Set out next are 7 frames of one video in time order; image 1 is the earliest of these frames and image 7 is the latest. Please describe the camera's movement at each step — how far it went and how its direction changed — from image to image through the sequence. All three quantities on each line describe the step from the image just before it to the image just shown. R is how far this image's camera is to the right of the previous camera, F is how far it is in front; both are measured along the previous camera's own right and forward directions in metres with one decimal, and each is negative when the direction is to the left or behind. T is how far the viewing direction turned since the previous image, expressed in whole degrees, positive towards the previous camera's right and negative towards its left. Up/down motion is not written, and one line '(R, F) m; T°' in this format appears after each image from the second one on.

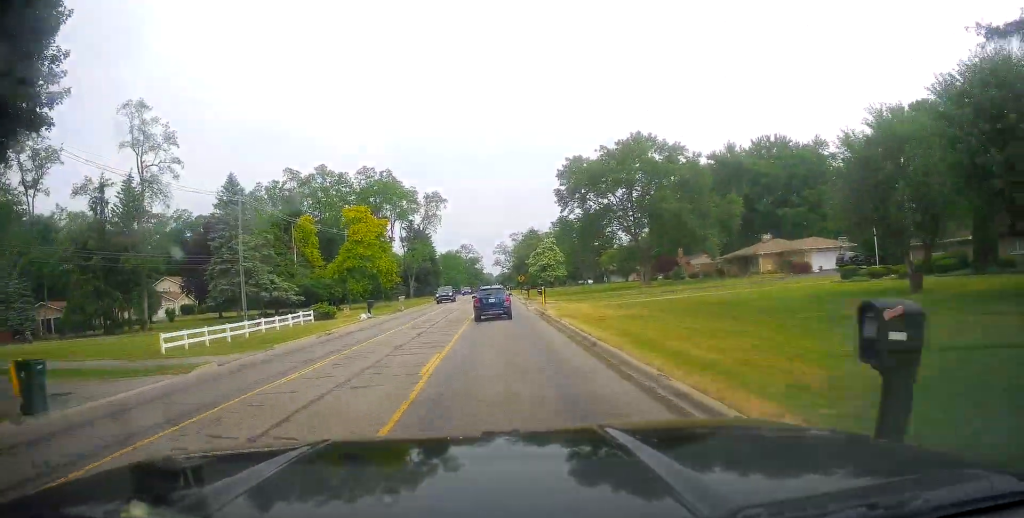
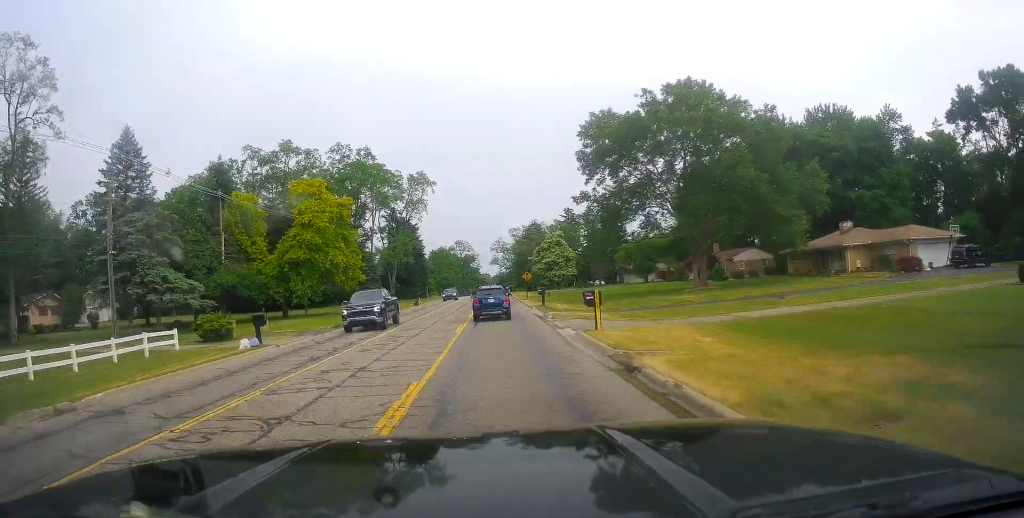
(+0.3, +20.0) m; +2°
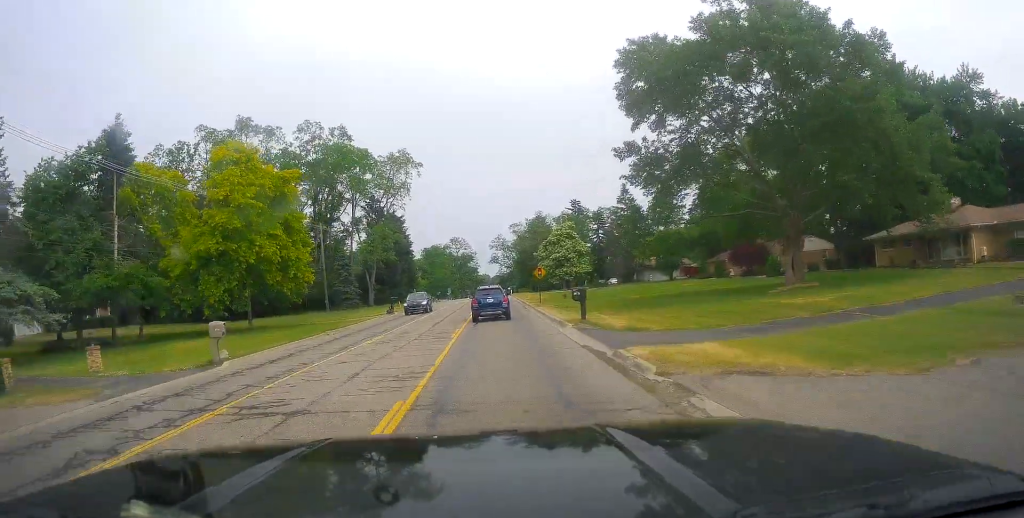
(+0.1, +17.1) m; +1°
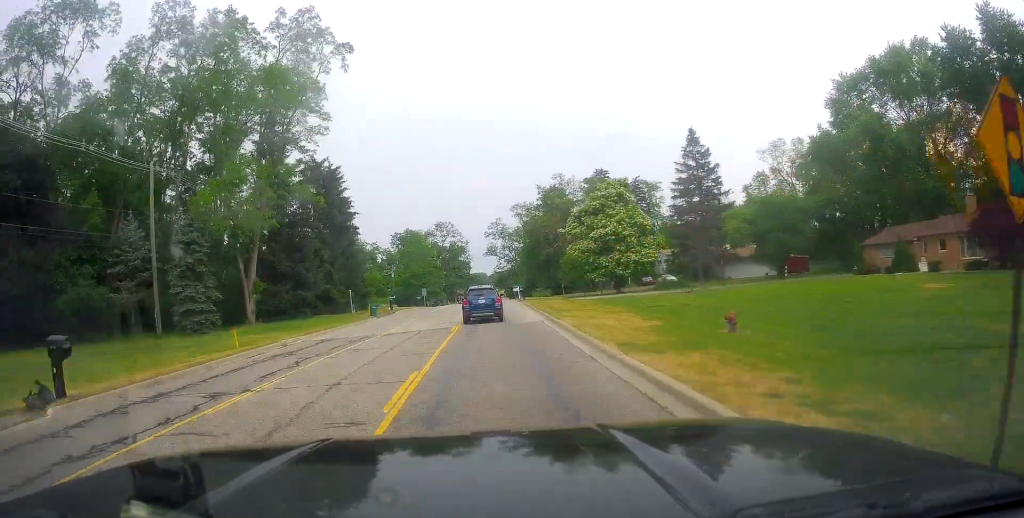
(-0.9, +41.5) m; -1°
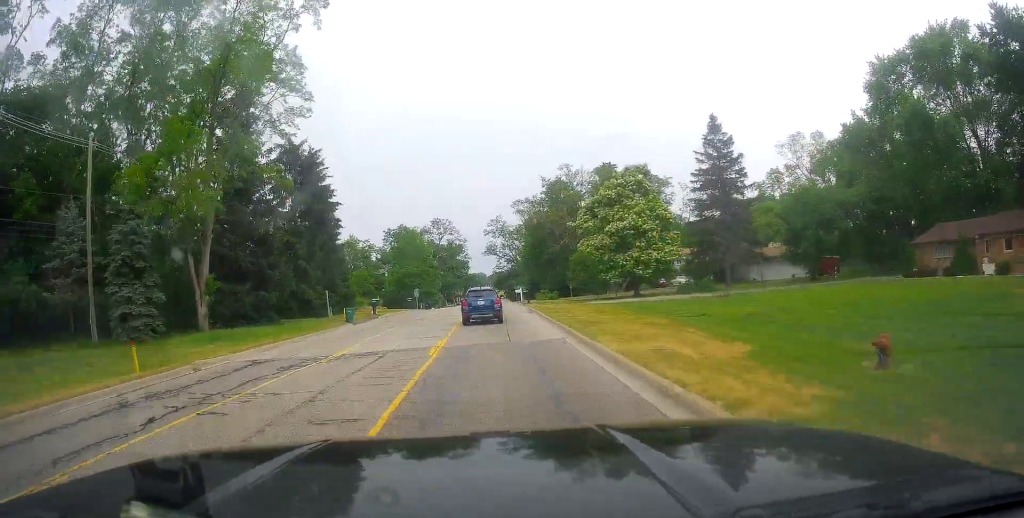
(+0.2, +7.5) m; +1°
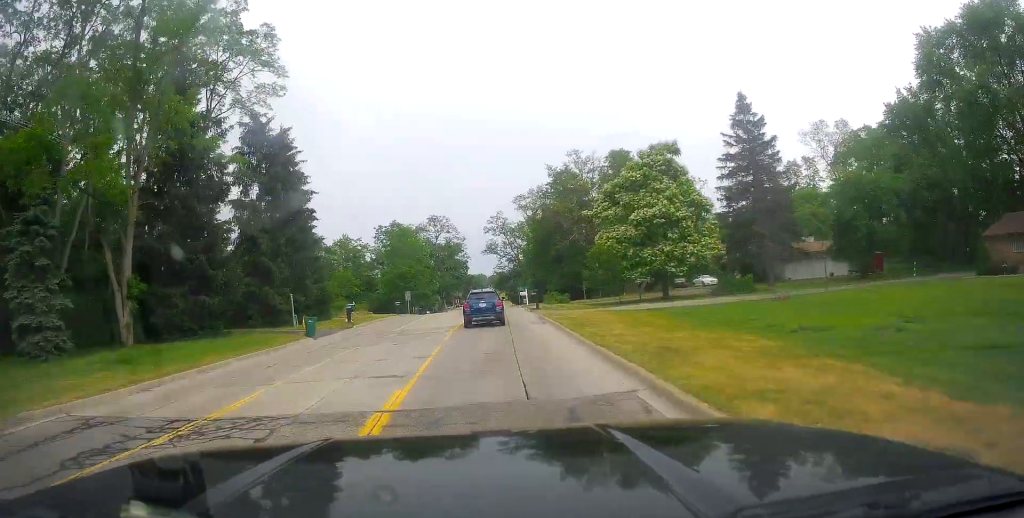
(+0.3, +8.6) m; +1°
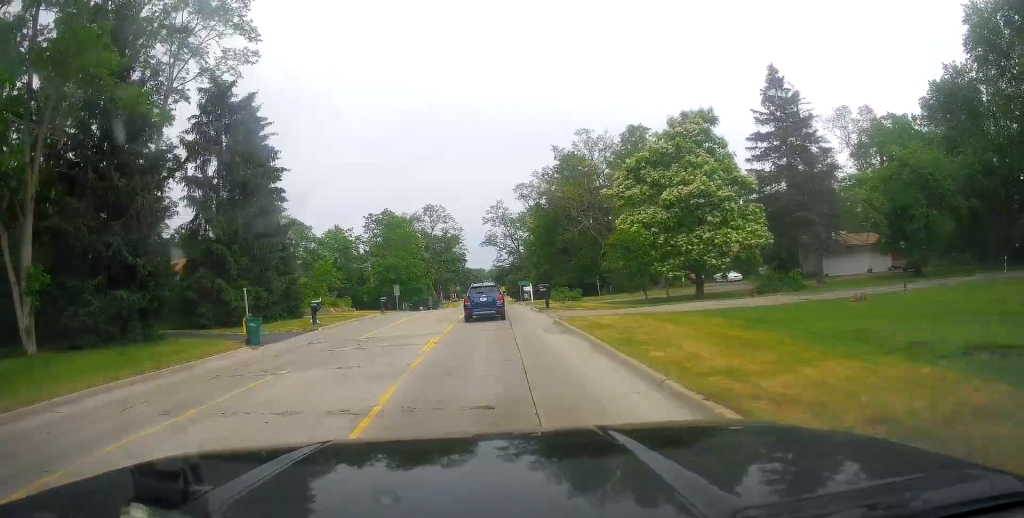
(0.0, +7.3) m; 0°
